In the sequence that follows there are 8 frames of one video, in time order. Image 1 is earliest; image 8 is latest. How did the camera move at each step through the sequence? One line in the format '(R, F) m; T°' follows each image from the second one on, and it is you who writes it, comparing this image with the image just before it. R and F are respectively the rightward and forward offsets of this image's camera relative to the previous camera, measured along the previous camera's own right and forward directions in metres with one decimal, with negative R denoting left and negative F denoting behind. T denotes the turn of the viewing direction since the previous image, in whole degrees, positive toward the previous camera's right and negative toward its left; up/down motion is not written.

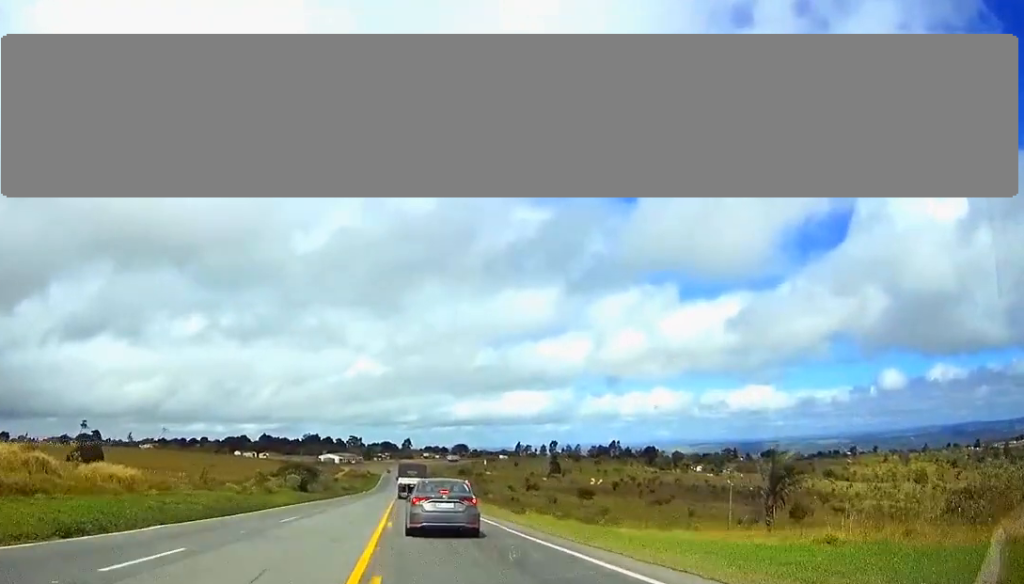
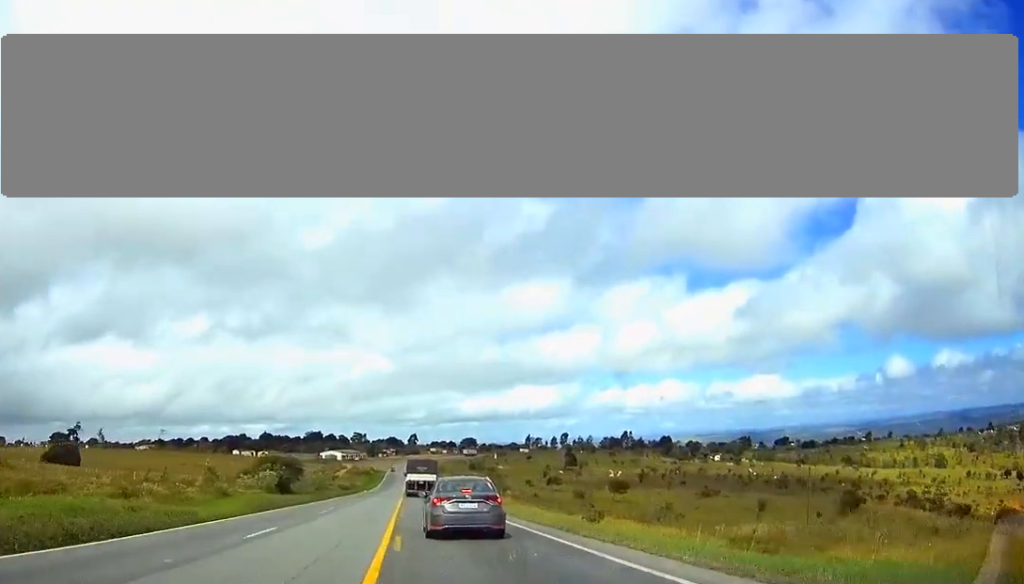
(0.0, +23.5) m; 0°
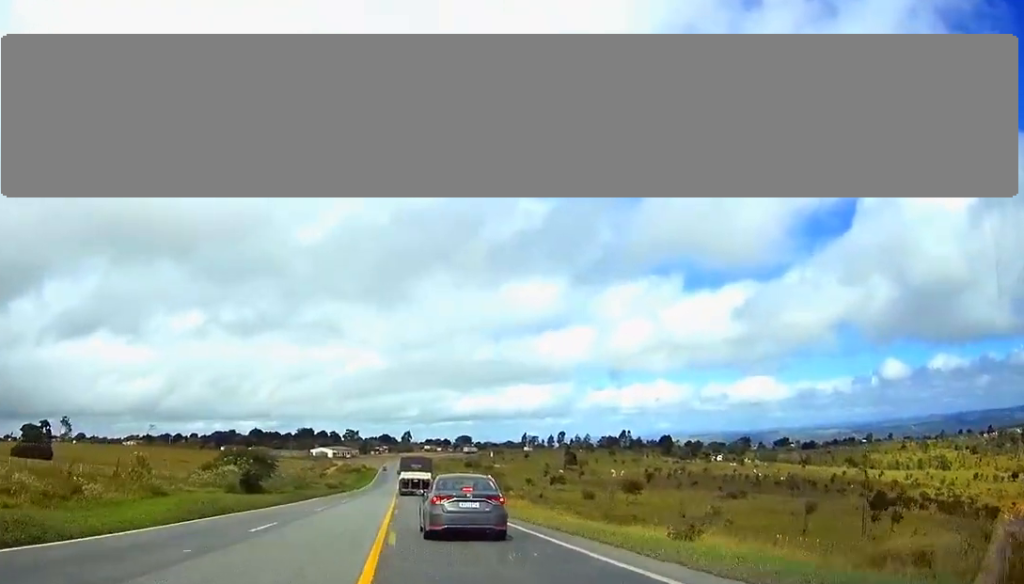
(-0.1, +15.1) m; 0°
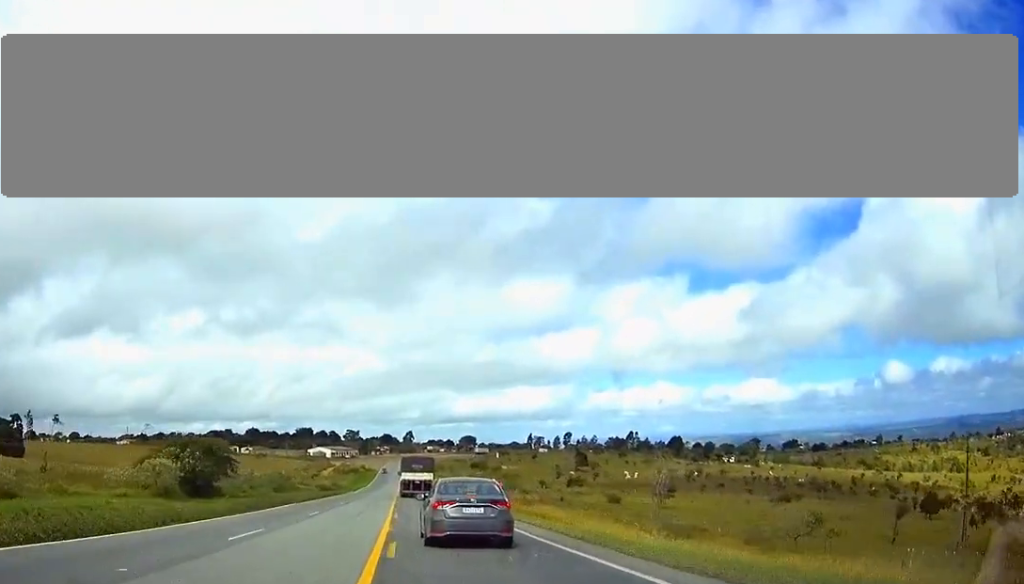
(+0.2, +18.7) m; 0°
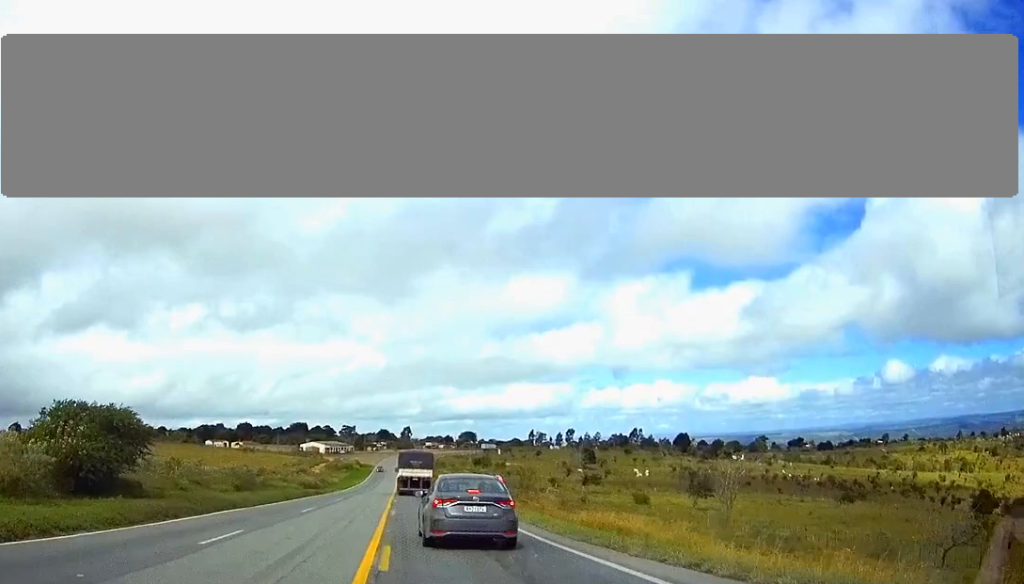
(0.0, +18.7) m; 0°
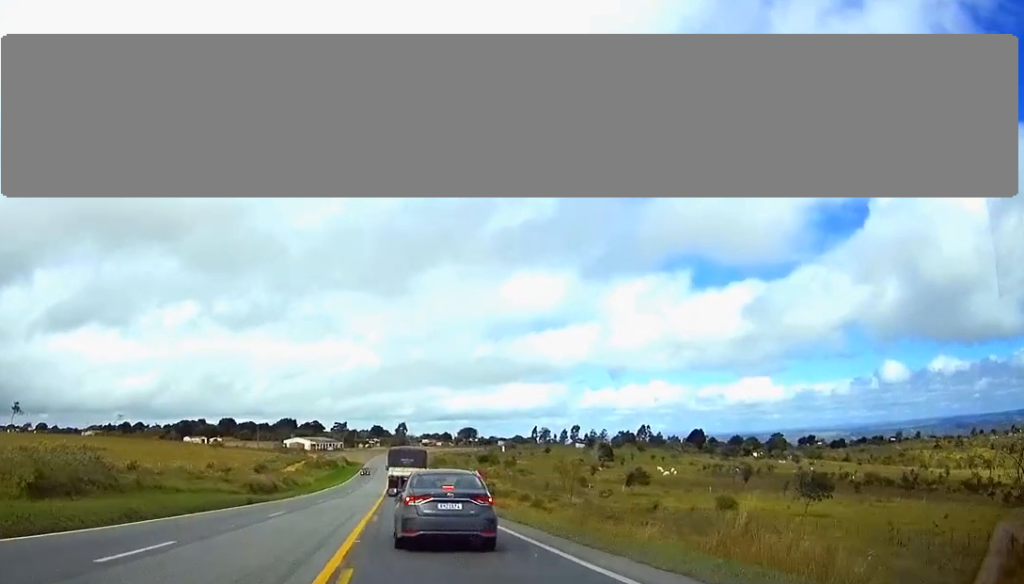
(0.0, +36.9) m; 0°
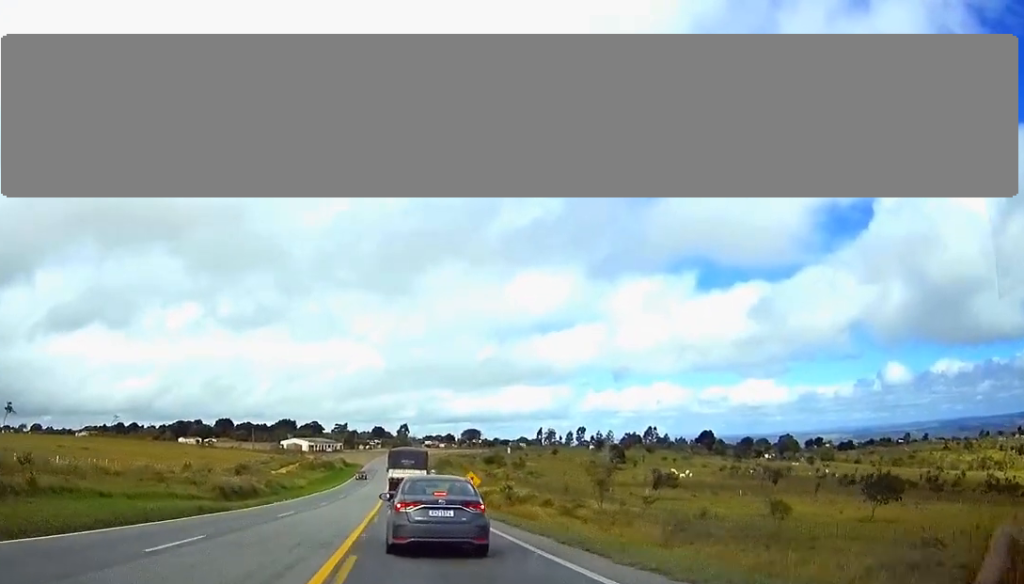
(0.0, +13.6) m; 0°
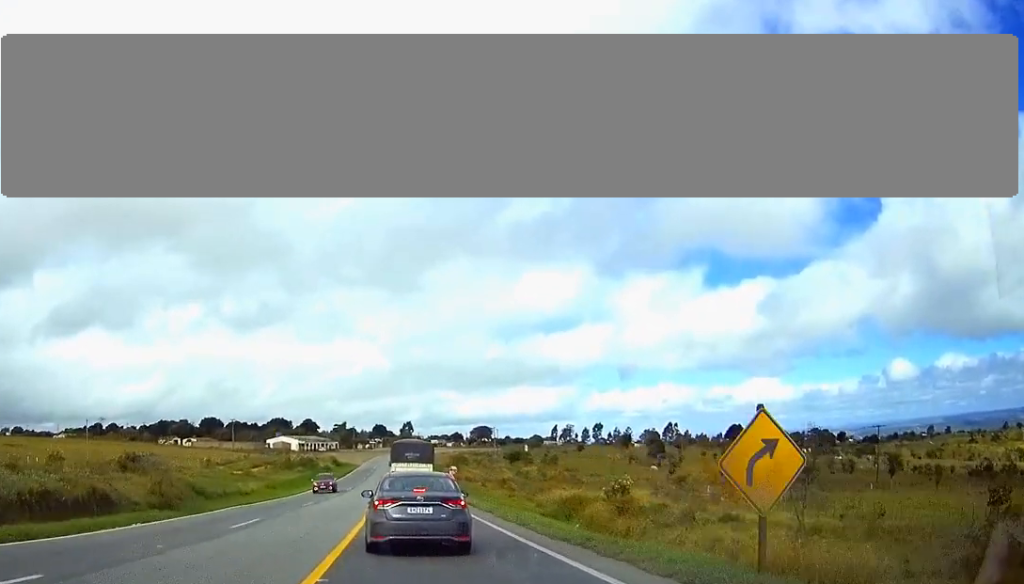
(-0.2, +41.0) m; 0°
